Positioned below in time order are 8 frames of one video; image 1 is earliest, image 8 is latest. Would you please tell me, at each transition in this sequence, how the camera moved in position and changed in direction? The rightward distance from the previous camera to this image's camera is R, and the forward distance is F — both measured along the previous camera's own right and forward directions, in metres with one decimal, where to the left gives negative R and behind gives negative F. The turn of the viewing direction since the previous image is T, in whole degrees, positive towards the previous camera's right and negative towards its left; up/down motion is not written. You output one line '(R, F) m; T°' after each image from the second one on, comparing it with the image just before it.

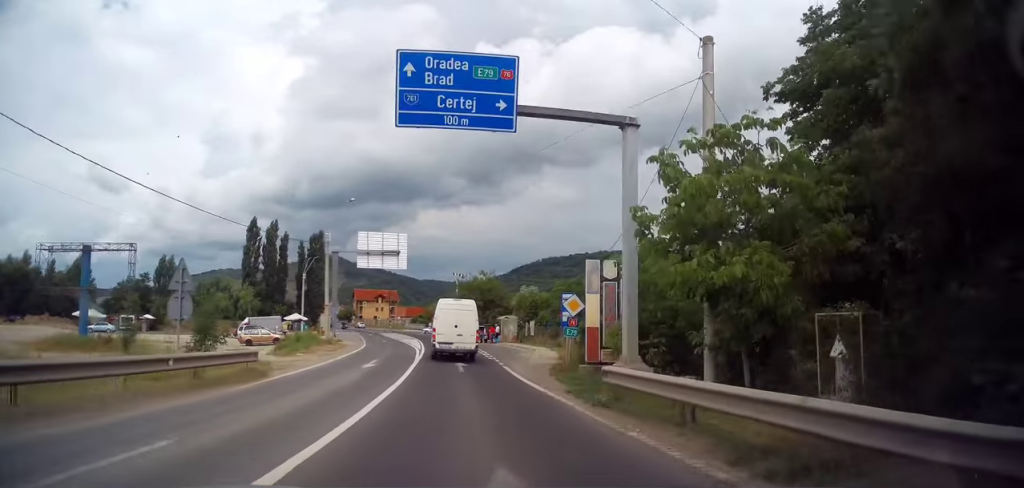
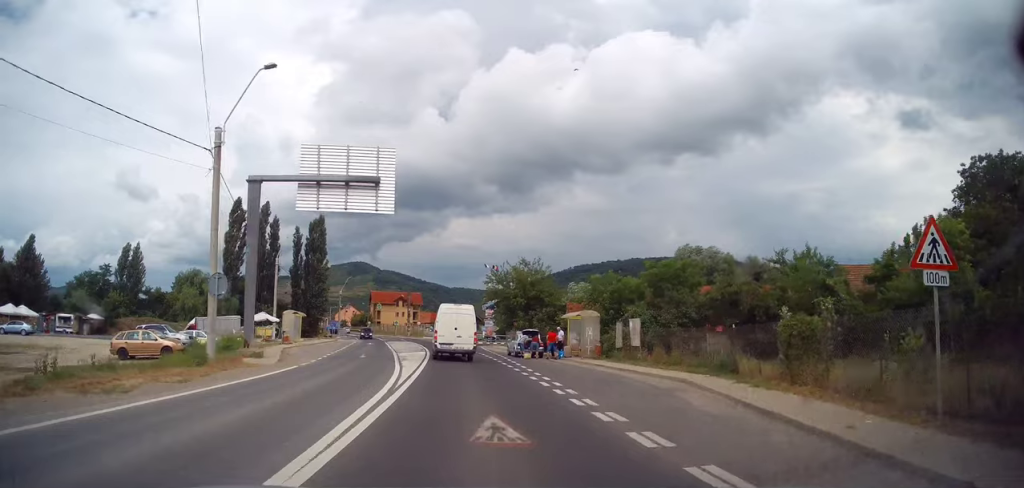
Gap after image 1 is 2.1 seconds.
(0.0, +22.9) m; 0°
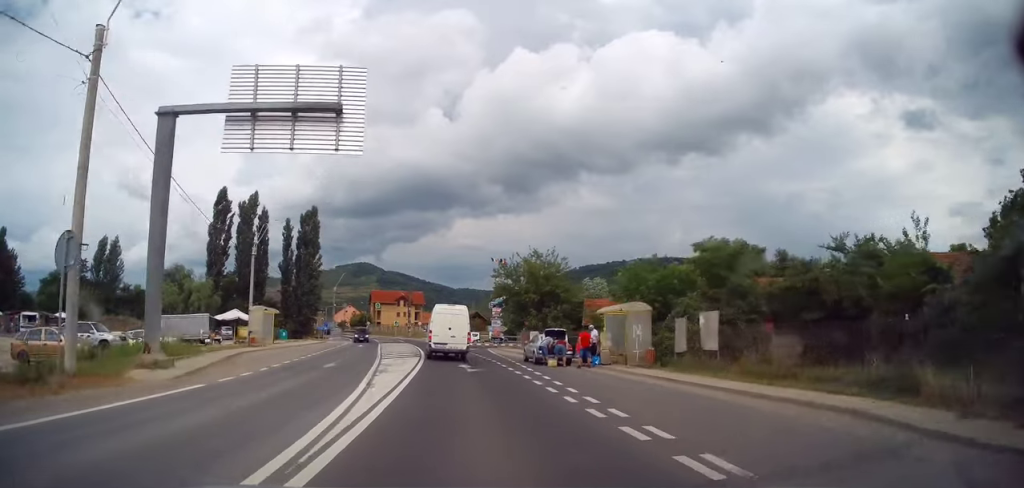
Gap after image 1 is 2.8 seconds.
(+0.1, +7.7) m; -1°
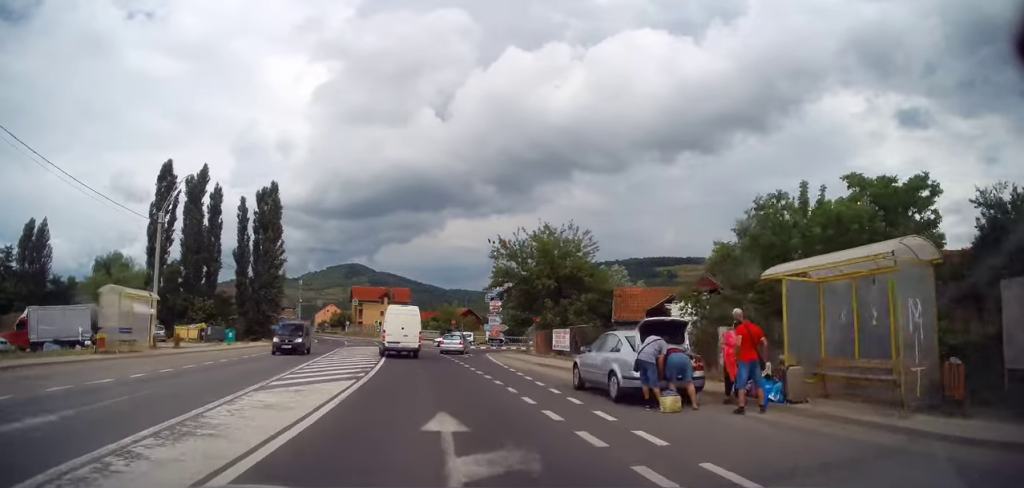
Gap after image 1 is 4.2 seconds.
(-0.3, +15.1) m; 0°
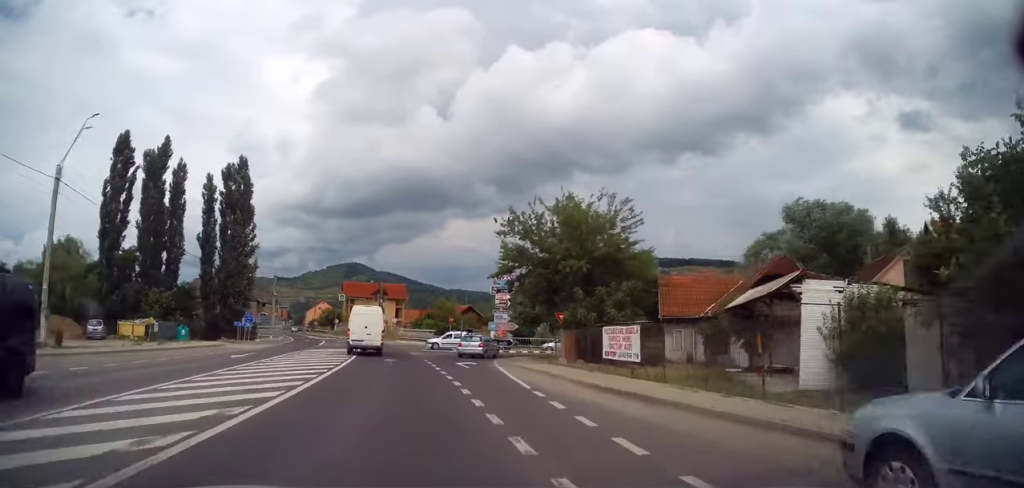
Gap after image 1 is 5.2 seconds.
(+0.2, +10.5) m; +1°
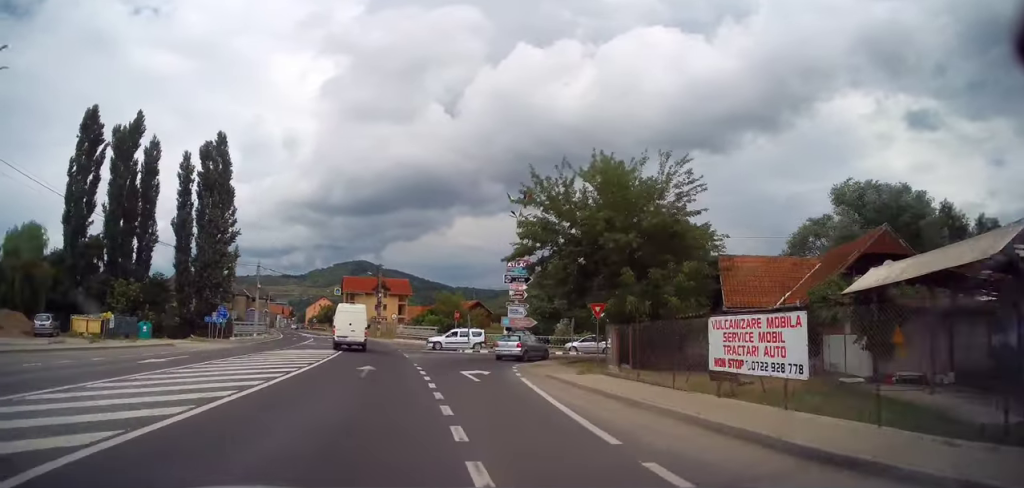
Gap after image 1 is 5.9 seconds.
(+0.1, +7.4) m; -1°
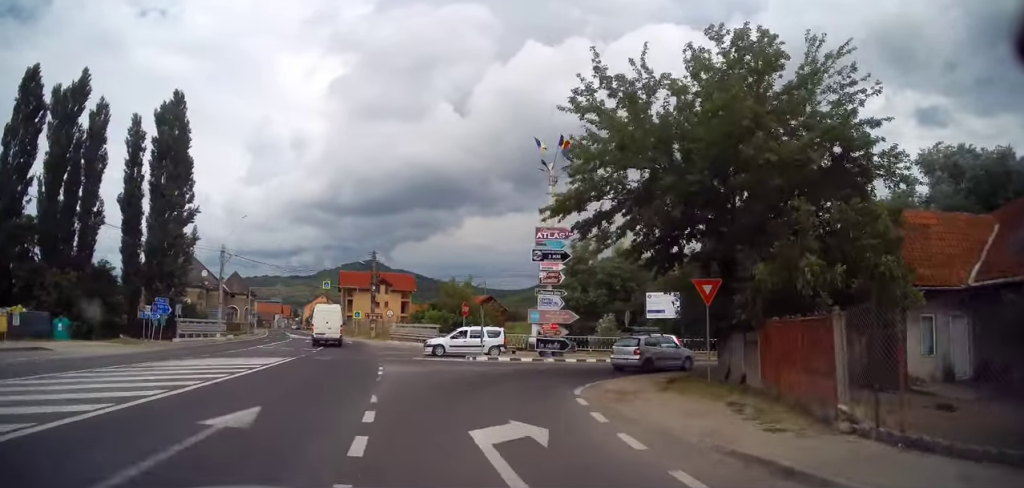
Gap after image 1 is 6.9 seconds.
(-0.4, +10.5) m; -1°
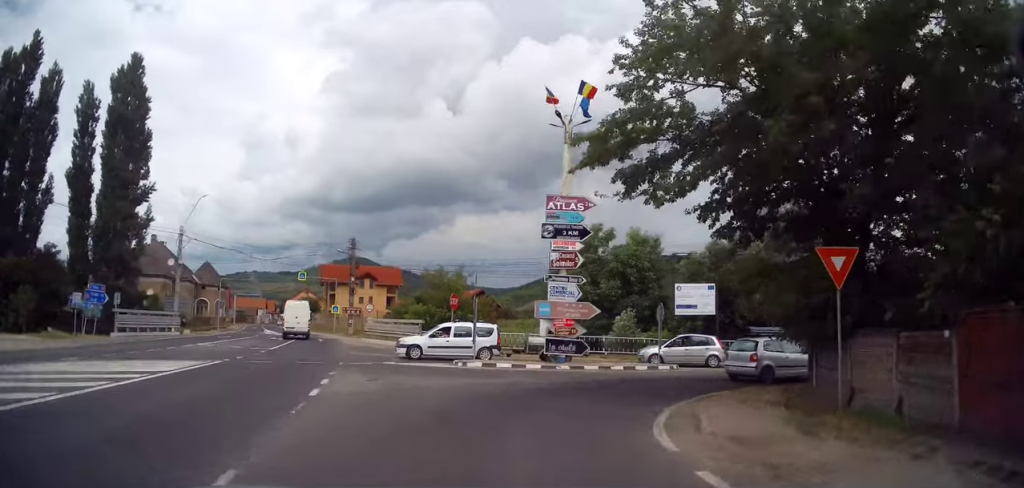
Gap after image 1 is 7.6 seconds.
(+0.1, +5.6) m; +5°
